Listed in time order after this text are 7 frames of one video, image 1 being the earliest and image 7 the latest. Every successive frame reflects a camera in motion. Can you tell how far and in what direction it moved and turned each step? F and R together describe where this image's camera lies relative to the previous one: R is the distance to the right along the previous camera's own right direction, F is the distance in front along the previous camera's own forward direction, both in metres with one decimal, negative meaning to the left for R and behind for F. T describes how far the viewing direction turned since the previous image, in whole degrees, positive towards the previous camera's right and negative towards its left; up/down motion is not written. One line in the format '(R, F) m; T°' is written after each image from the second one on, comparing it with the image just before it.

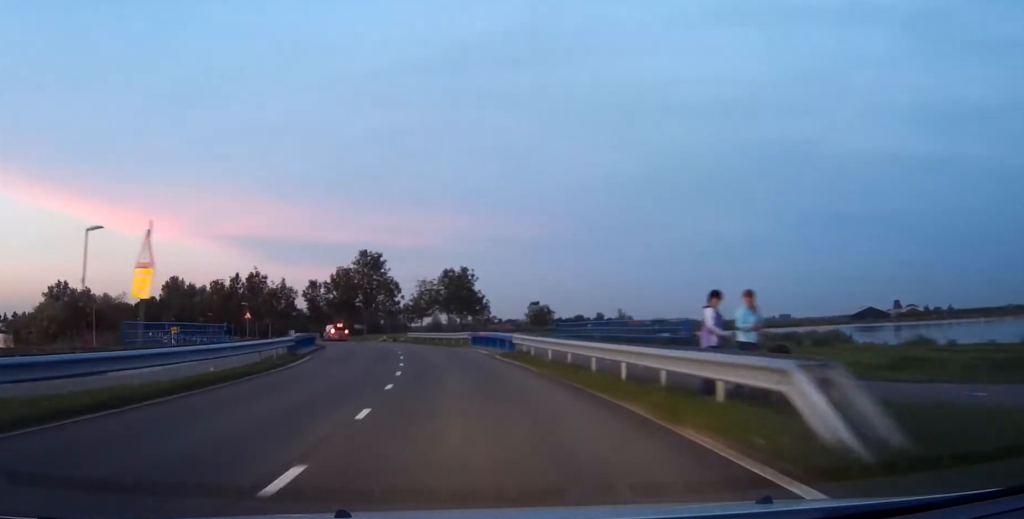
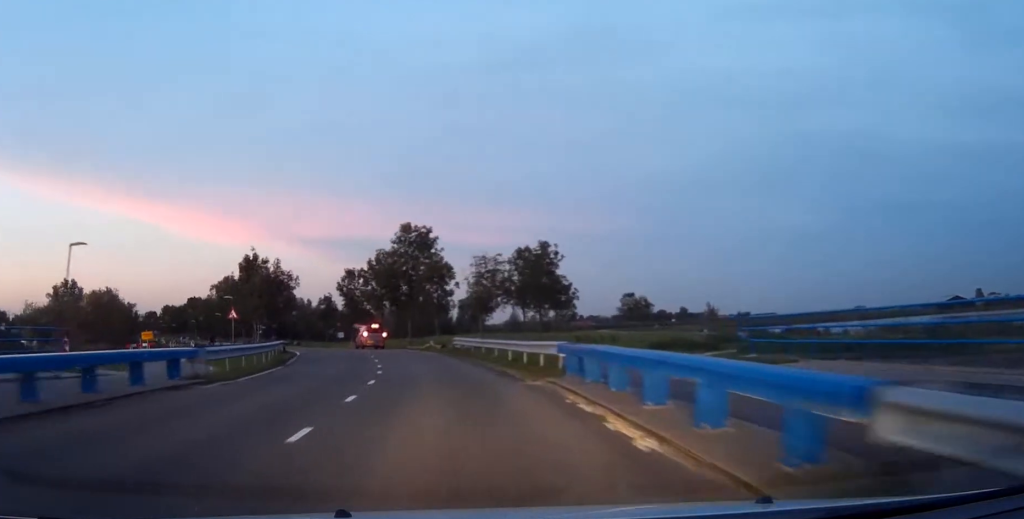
(-1.2, +23.2) m; -7°
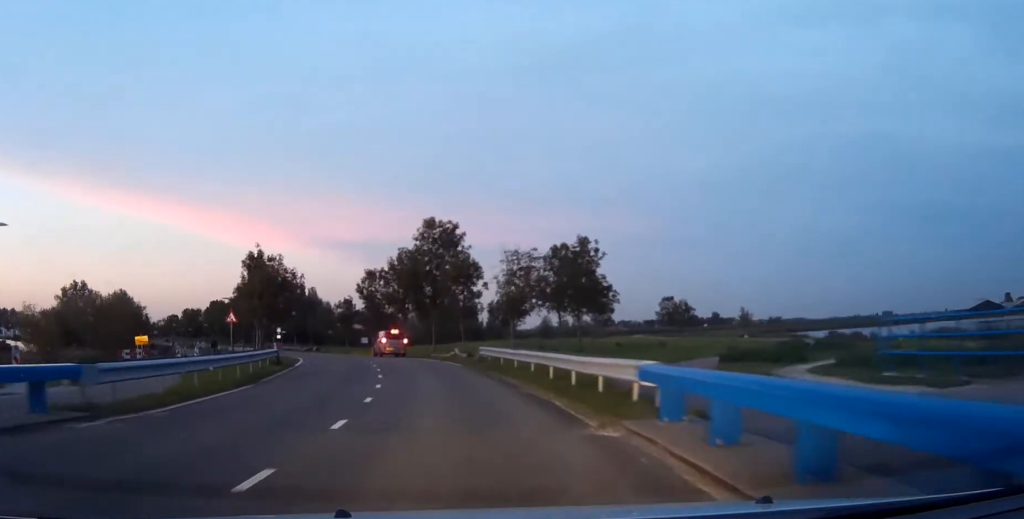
(-0.1, +5.9) m; -2°
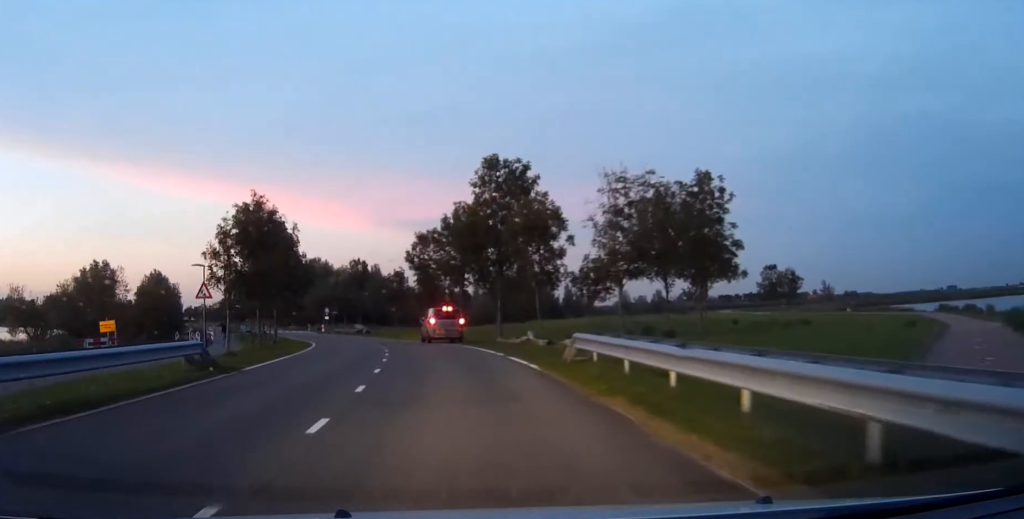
(-0.7, +14.4) m; -4°
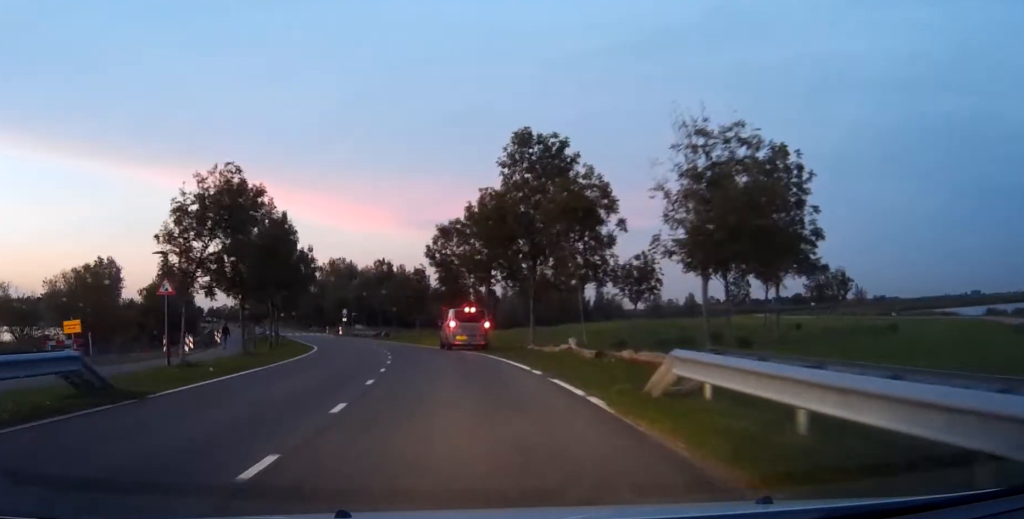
(-0.1, +6.4) m; -1°
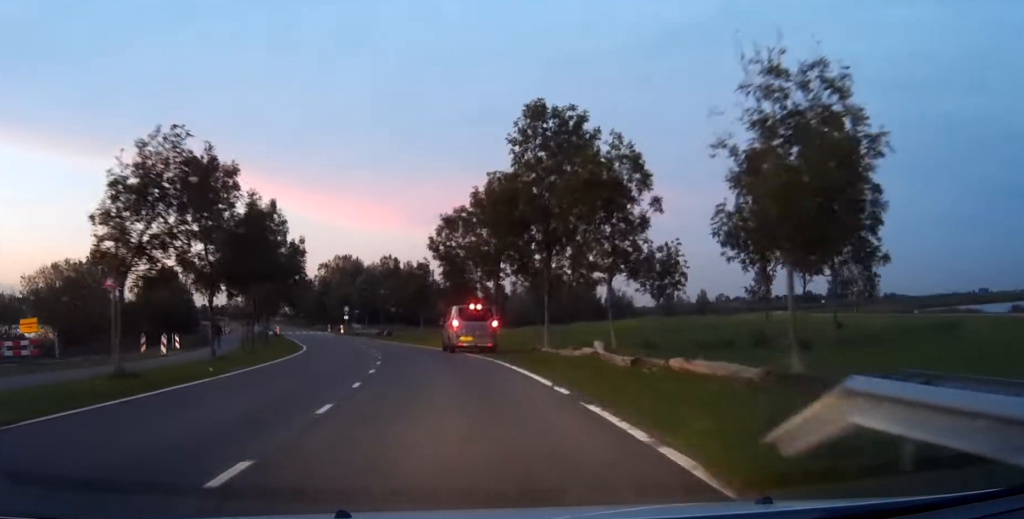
(0.0, +4.2) m; +1°
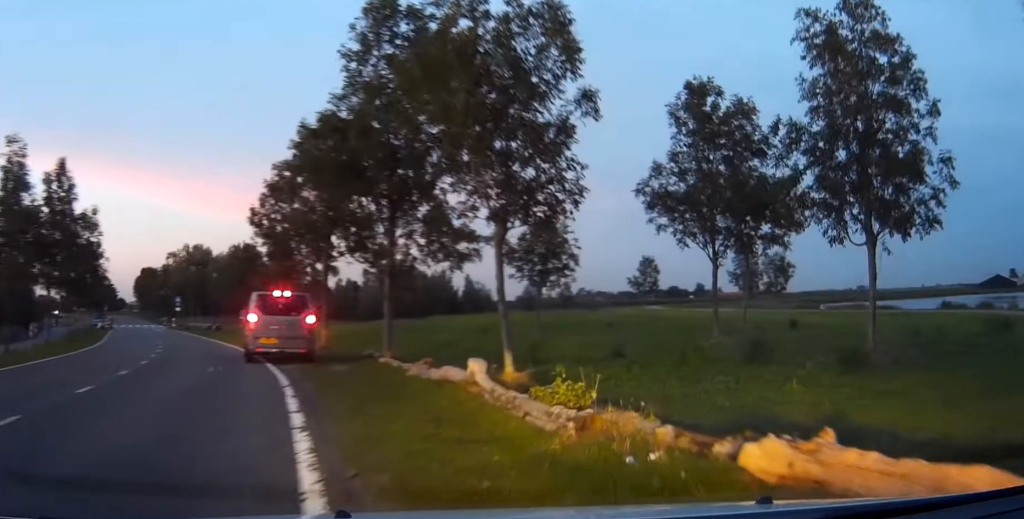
(+0.5, +10.4) m; +2°
